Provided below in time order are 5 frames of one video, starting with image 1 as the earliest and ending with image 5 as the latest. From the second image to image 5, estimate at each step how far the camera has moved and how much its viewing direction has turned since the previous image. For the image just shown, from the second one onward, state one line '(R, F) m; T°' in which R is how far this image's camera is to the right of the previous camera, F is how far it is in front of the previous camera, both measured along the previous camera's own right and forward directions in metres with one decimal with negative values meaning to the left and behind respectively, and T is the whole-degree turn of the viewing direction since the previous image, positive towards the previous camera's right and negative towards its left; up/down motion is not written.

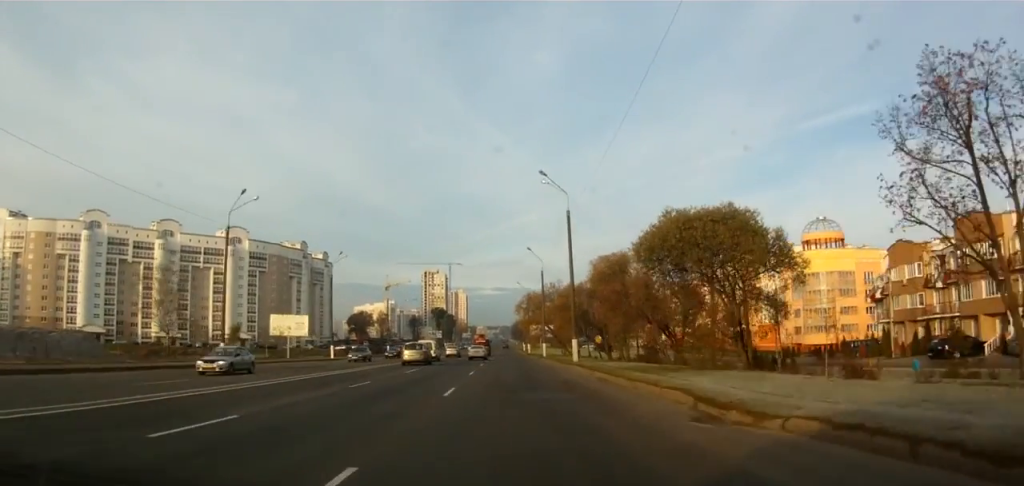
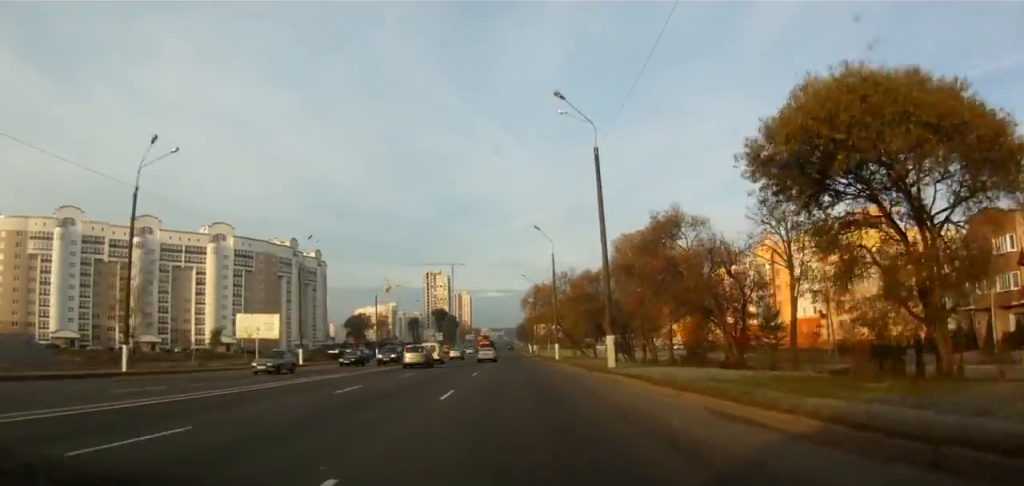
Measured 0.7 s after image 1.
(-0.3, +14.0) m; -1°
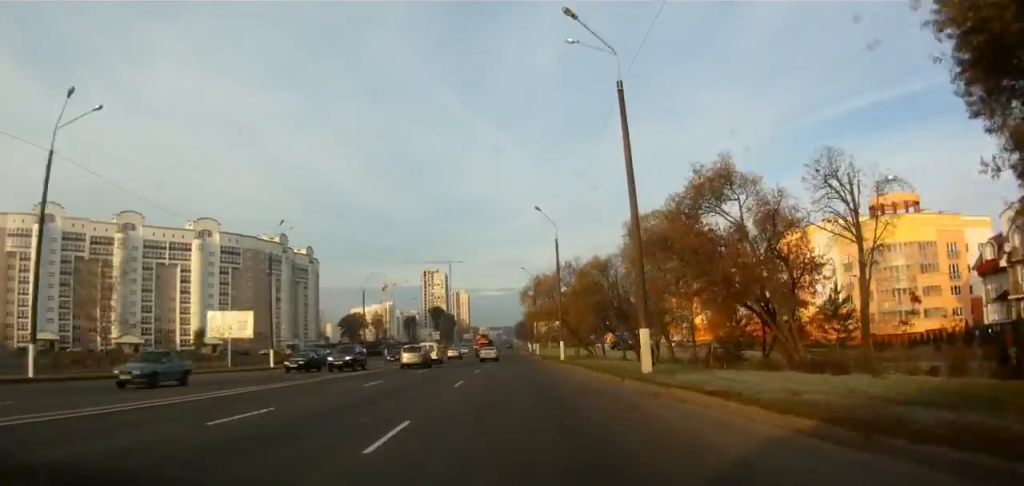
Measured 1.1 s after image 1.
(-0.1, +7.8) m; -1°
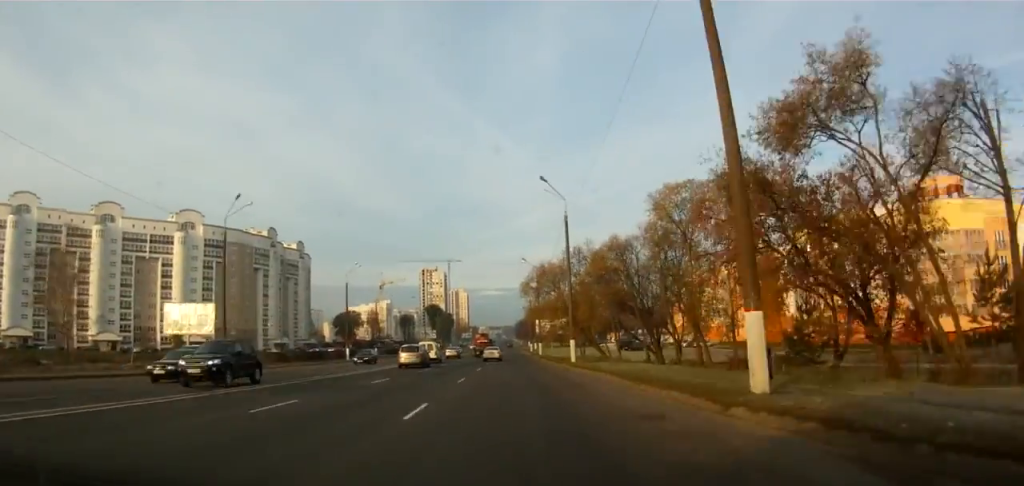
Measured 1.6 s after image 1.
(0.0, +9.5) m; 0°
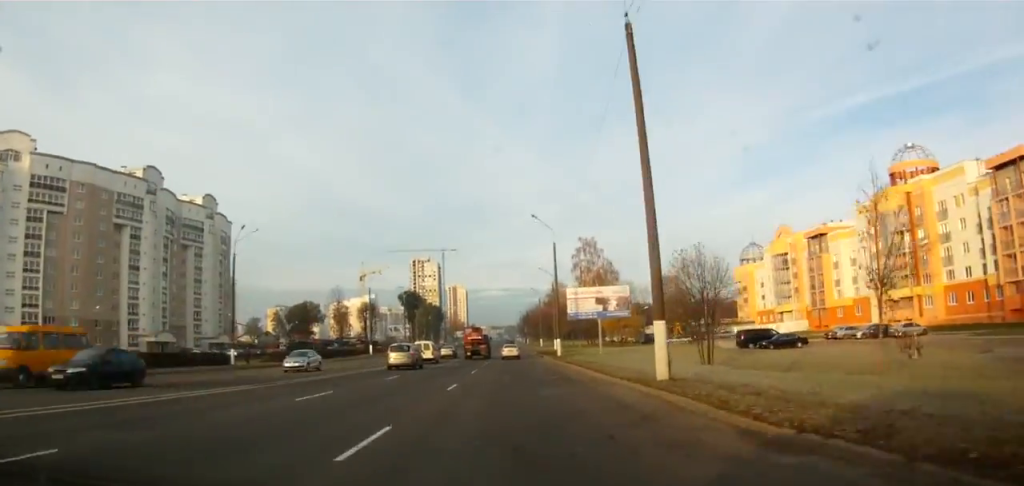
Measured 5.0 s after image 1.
(-1.2, +67.8) m; -2°
